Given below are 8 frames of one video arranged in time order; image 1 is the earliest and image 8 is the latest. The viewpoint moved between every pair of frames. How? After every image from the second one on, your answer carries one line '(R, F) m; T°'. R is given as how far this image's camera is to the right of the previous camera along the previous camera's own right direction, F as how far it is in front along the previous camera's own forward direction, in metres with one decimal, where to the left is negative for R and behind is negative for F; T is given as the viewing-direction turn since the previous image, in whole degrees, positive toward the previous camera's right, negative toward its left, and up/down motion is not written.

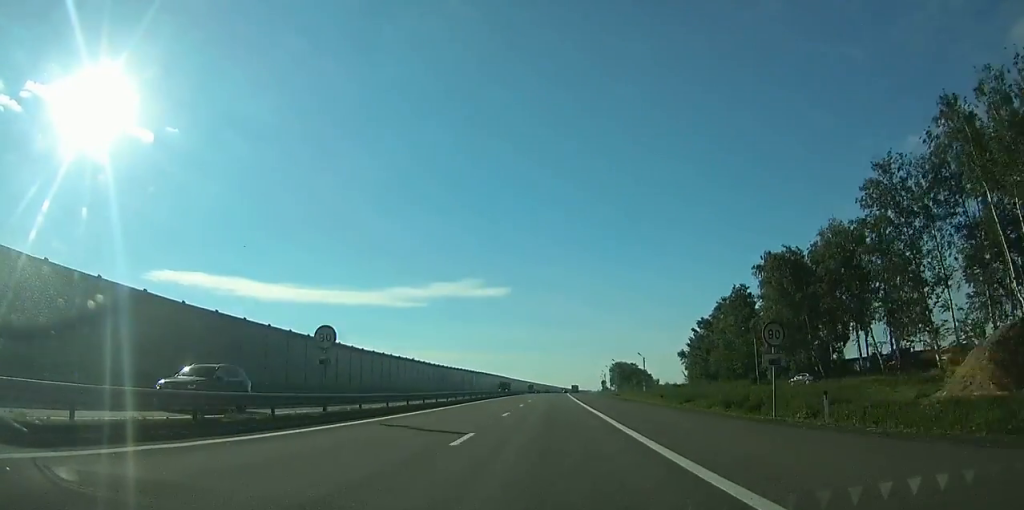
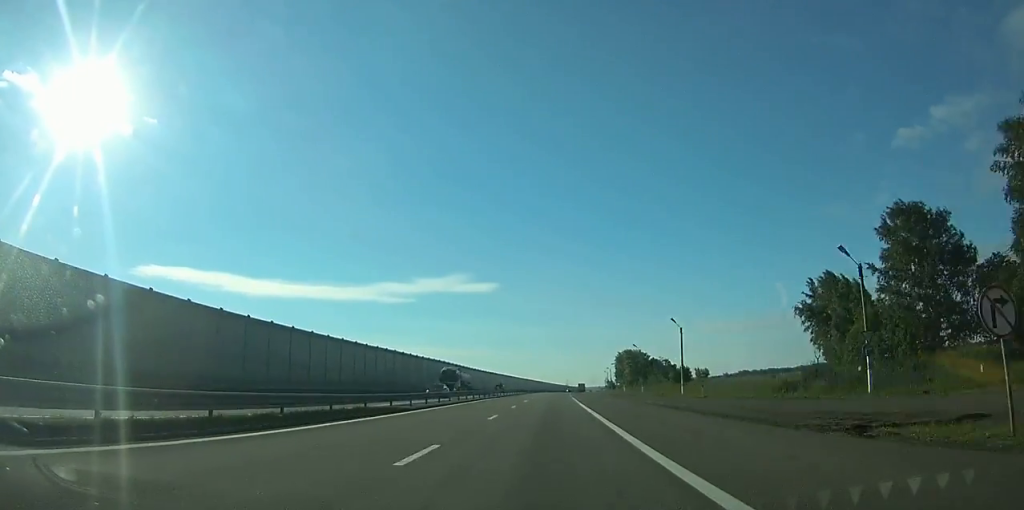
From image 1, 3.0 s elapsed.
(+0.9, +82.2) m; +1°
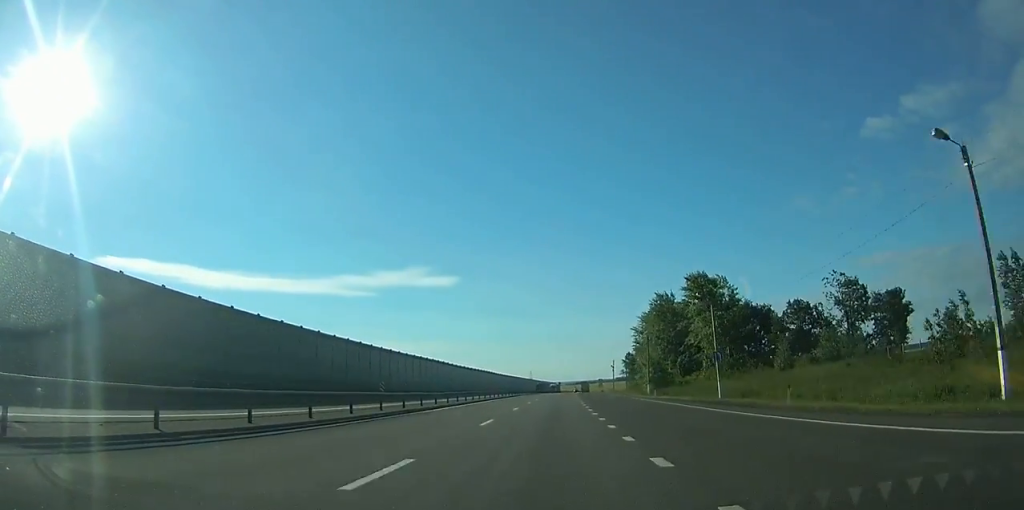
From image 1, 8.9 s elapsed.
(+5.0, +173.4) m; +4°
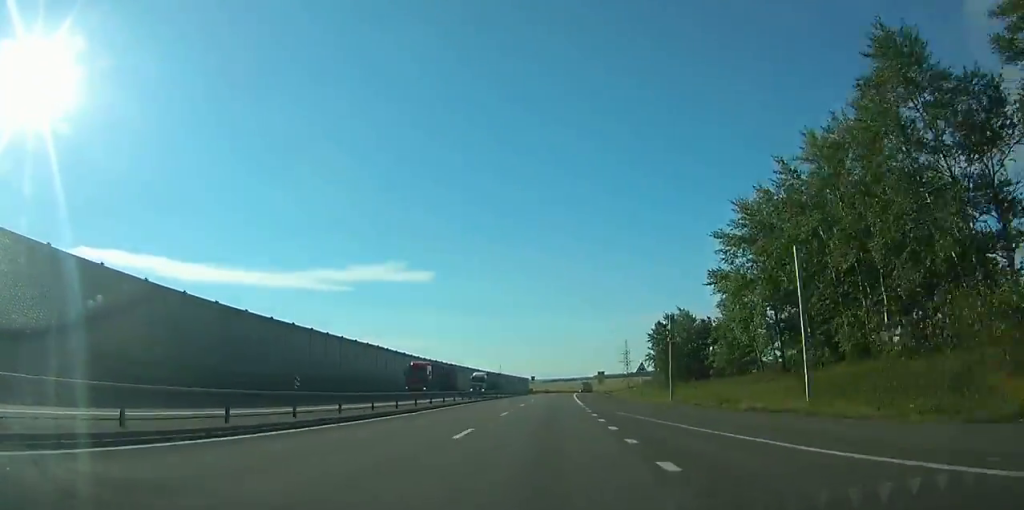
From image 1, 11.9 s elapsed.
(+1.7, +89.7) m; +2°
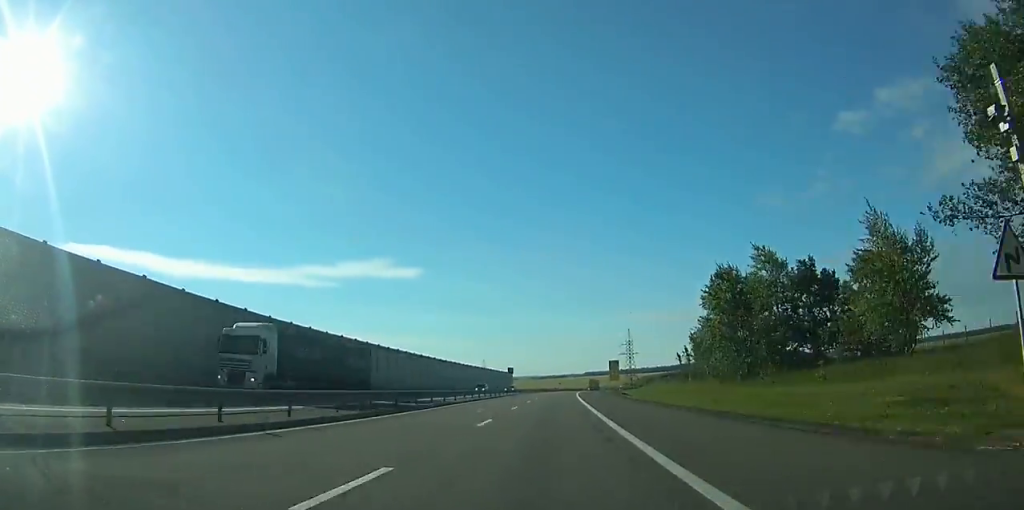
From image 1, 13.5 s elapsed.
(+0.2, +45.8) m; +1°
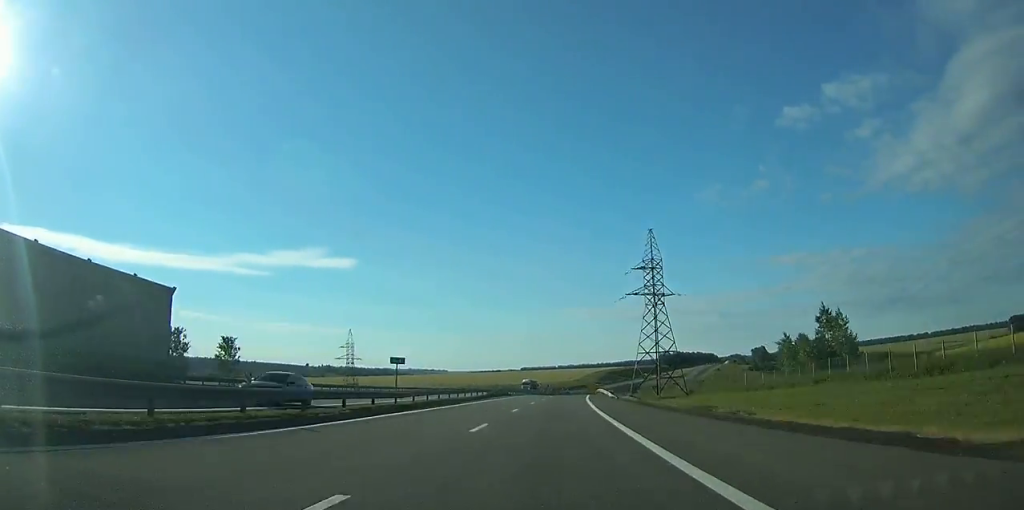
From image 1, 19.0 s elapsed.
(+7.6, +157.3) m; +6°
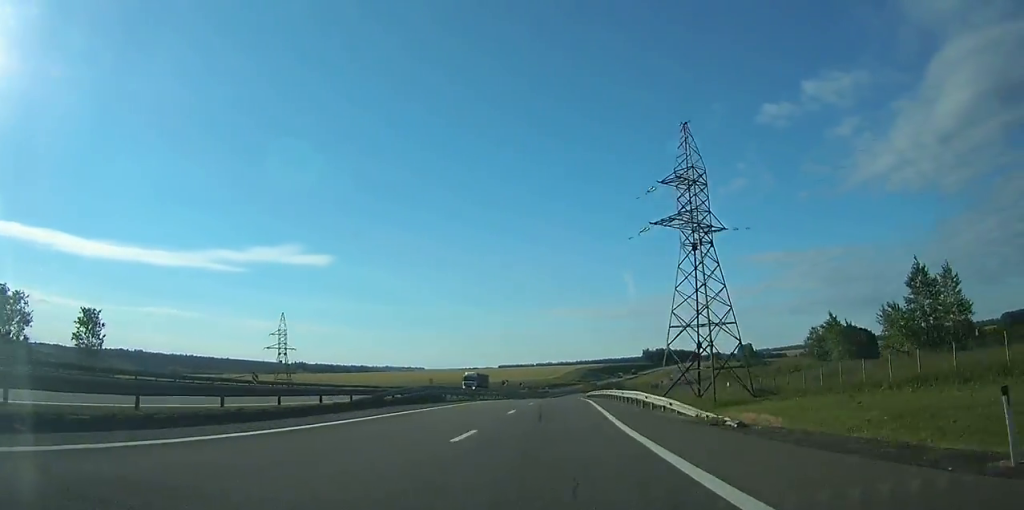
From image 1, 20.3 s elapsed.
(+0.9, +36.2) m; +2°
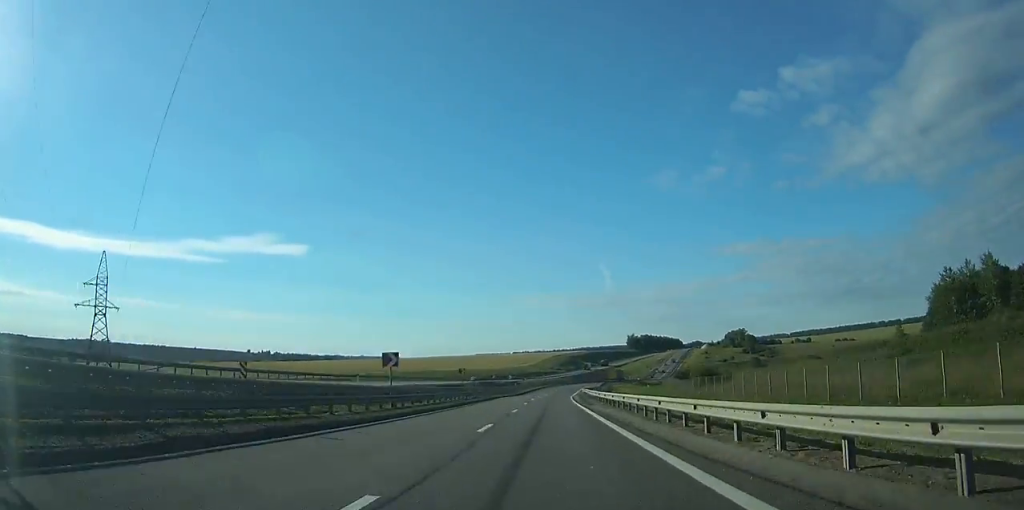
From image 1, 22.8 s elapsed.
(+1.6, +65.4) m; +3°
